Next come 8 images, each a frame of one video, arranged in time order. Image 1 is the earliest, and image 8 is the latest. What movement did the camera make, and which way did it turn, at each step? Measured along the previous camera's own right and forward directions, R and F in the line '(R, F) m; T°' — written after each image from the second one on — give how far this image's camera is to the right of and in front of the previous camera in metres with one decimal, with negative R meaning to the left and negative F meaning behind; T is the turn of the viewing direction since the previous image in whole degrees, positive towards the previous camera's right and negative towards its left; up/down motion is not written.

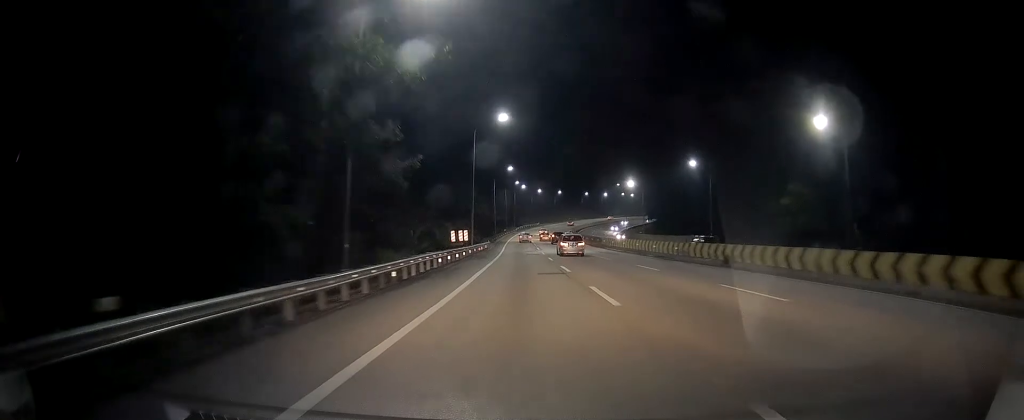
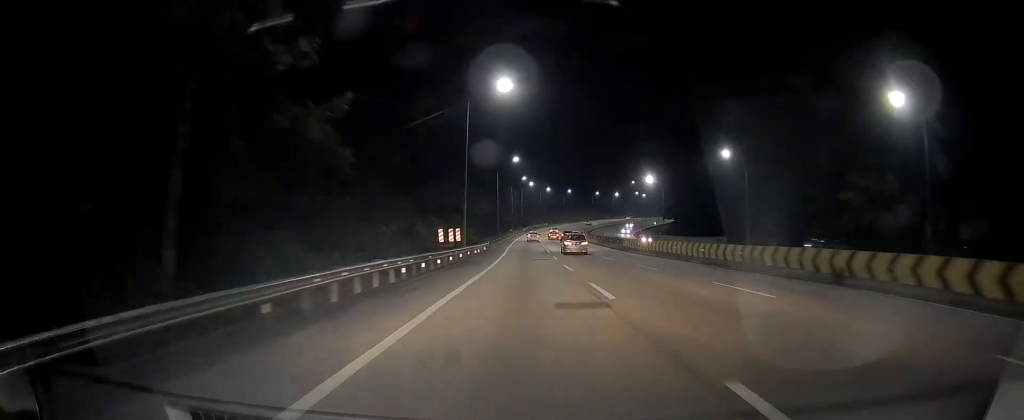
(-0.2, +11.2) m; -1°
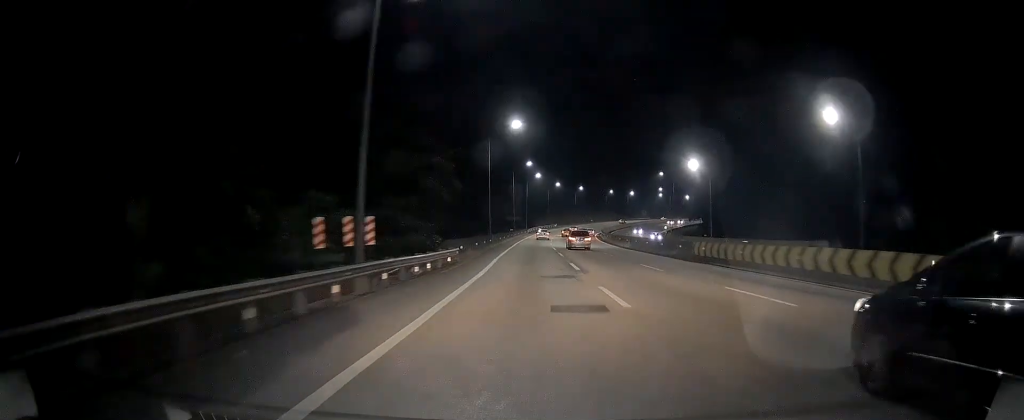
(-0.6, +25.6) m; -2°
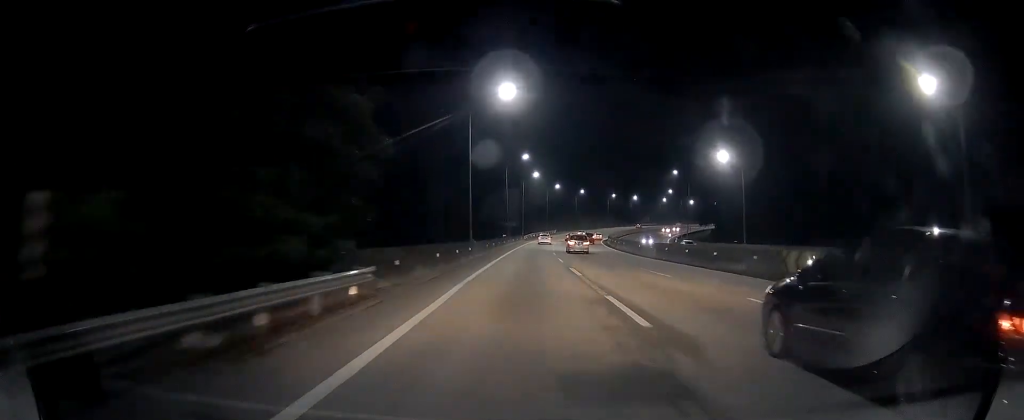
(-0.1, +14.3) m; 0°
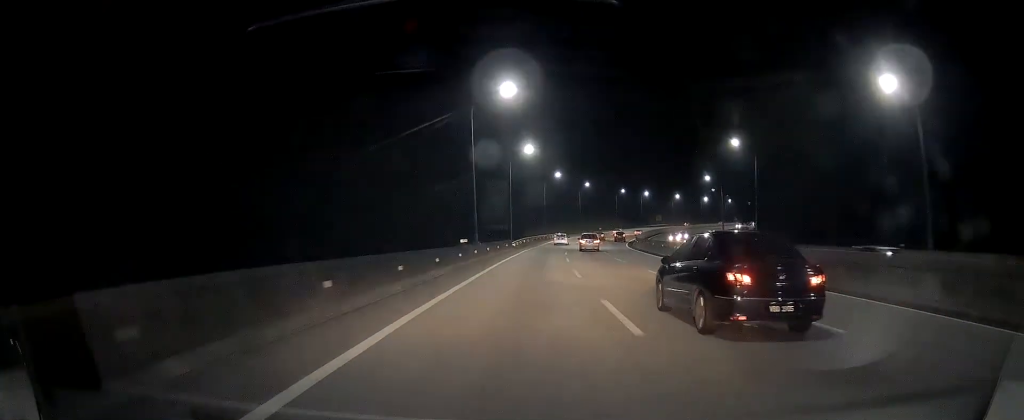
(0.0, +36.1) m; +1°
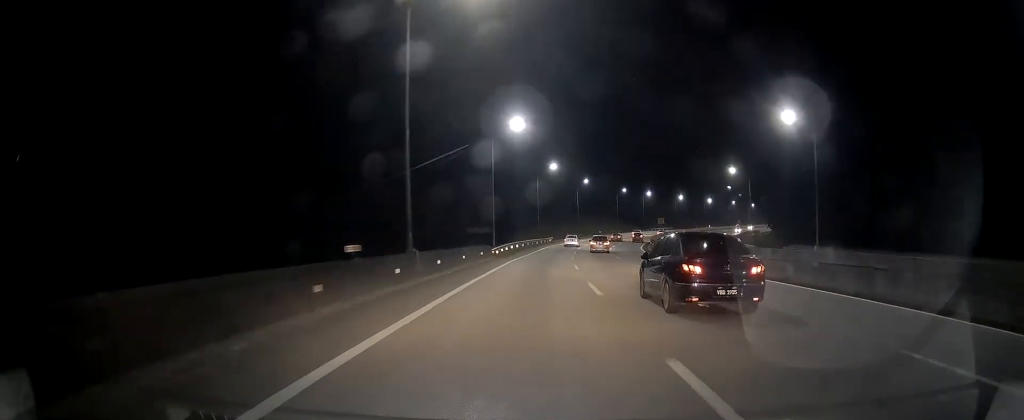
(+0.3, +18.6) m; +1°
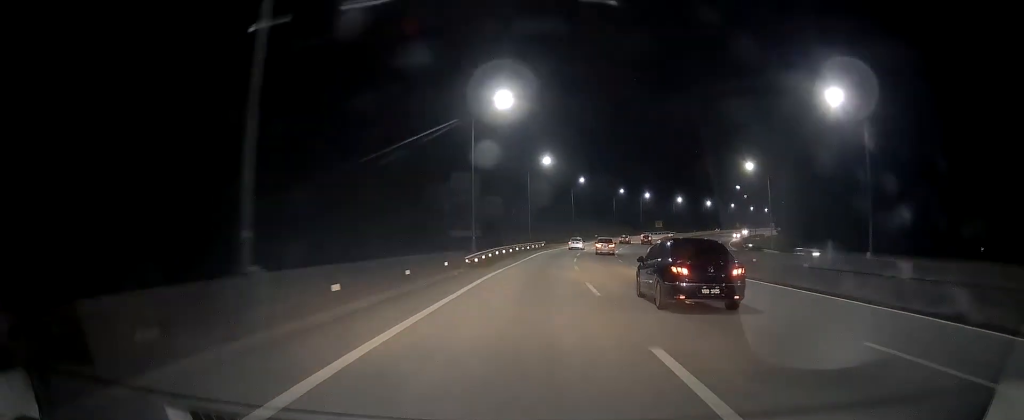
(+0.3, +11.1) m; 0°
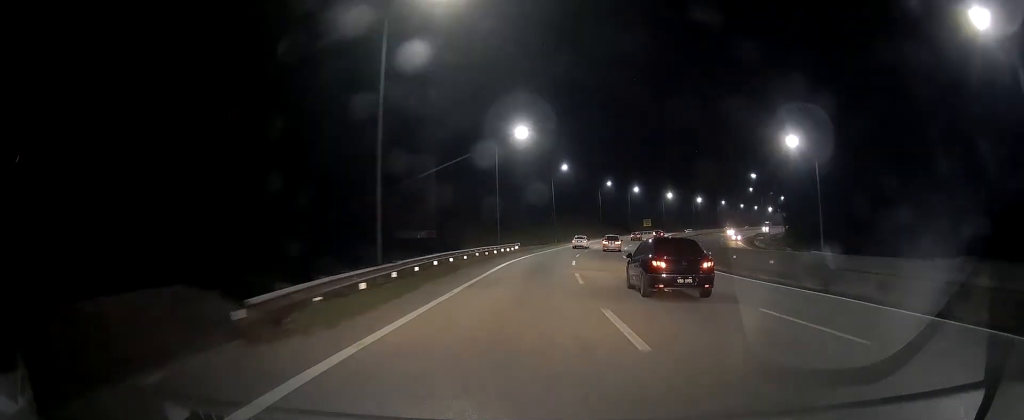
(-0.6, +21.4) m; 0°
